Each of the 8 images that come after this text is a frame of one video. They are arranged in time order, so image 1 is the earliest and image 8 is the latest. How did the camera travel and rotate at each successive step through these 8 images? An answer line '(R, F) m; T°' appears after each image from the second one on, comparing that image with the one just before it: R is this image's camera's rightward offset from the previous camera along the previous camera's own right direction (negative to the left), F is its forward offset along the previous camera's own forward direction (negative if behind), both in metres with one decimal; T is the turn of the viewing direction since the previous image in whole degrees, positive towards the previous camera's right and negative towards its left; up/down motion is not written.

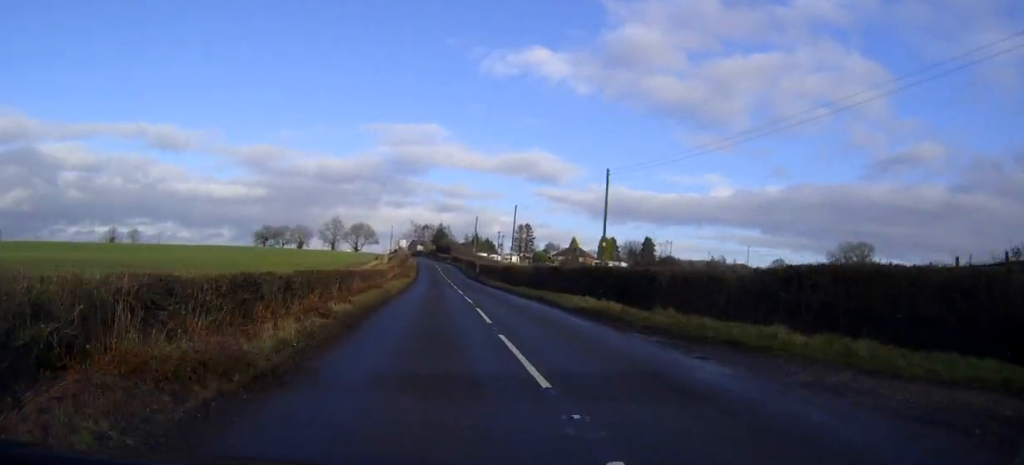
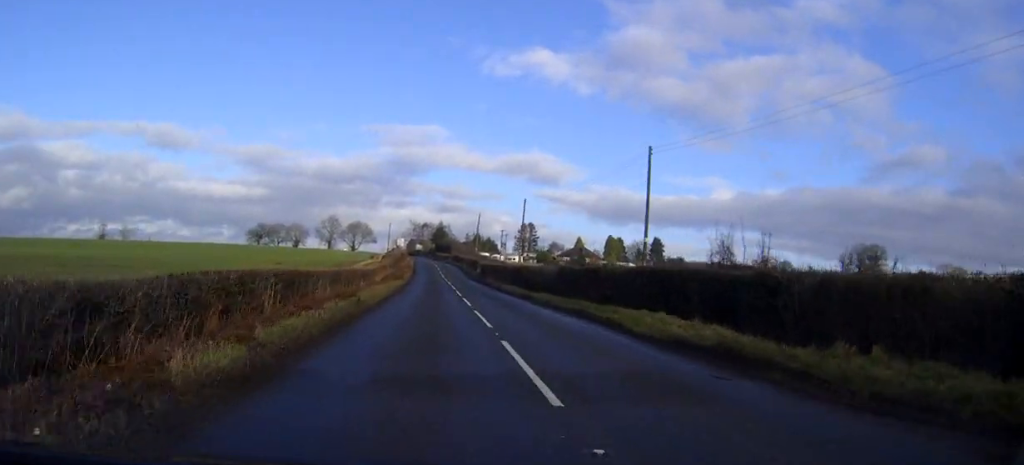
(0.0, +10.4) m; 0°
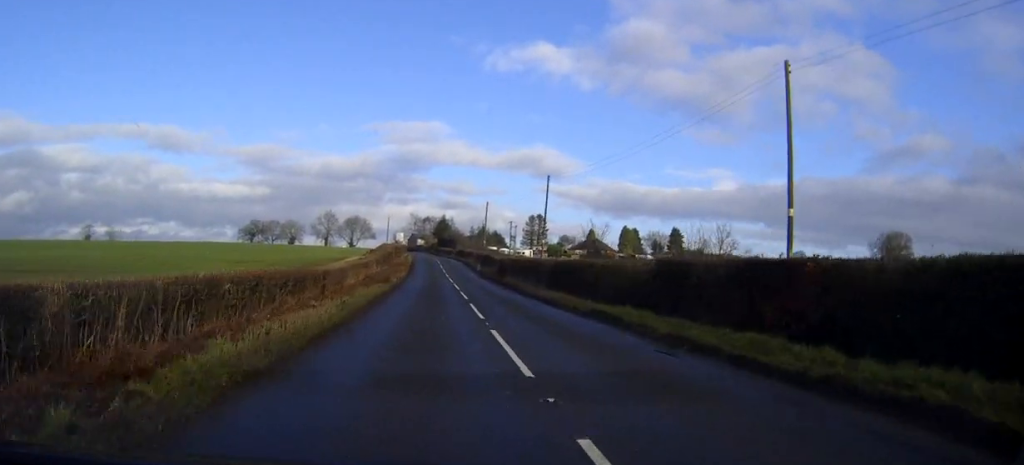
(0.0, +16.6) m; 0°
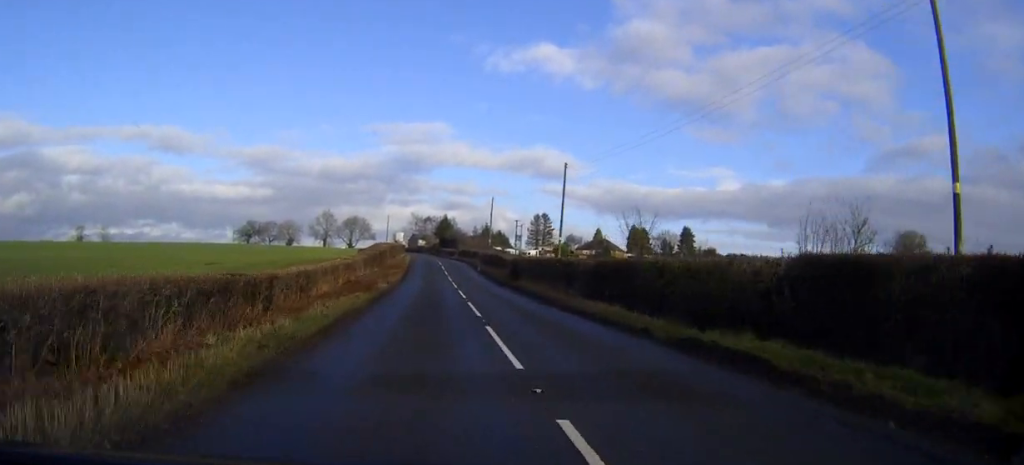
(0.0, +8.6) m; -1°
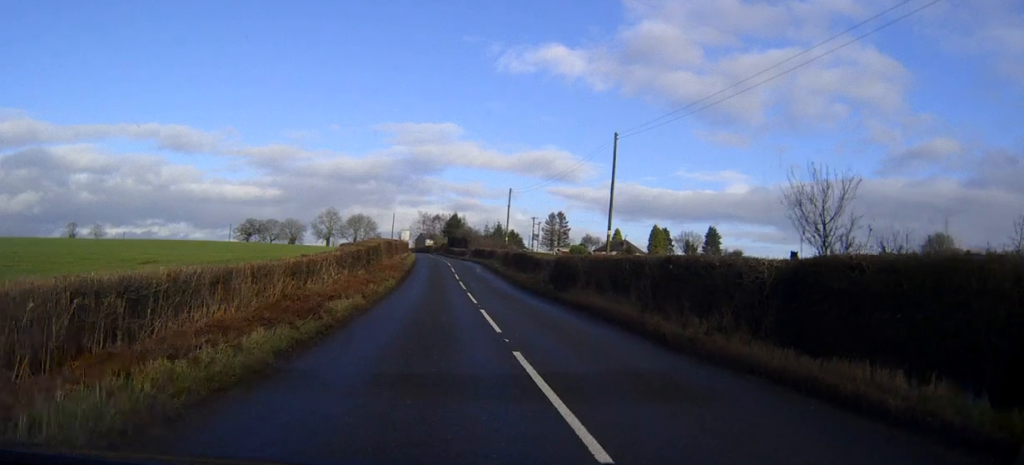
(-0.1, +13.8) m; -1°
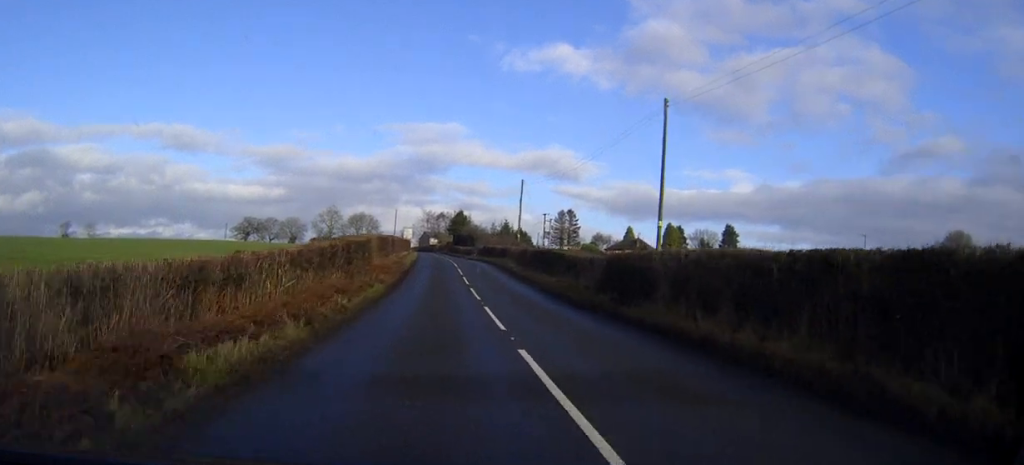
(-0.2, +9.3) m; -1°
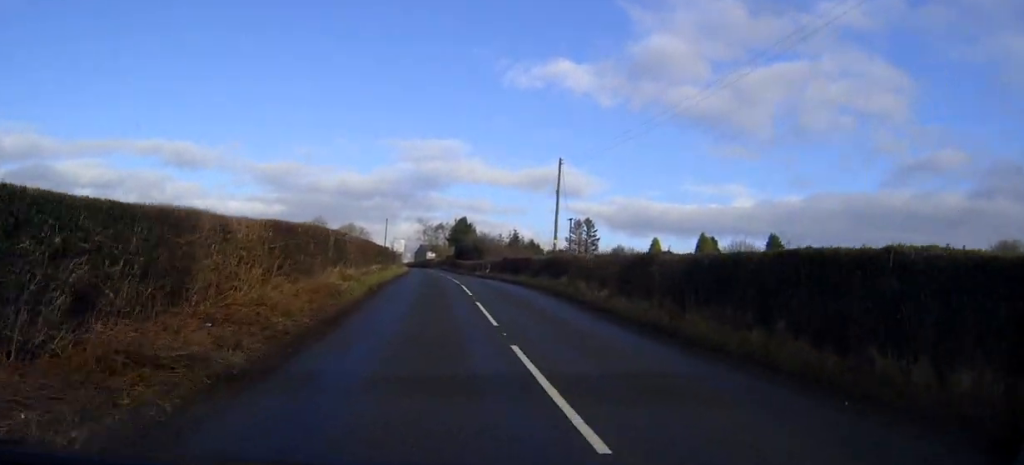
(-0.1, +27.6) m; -1°
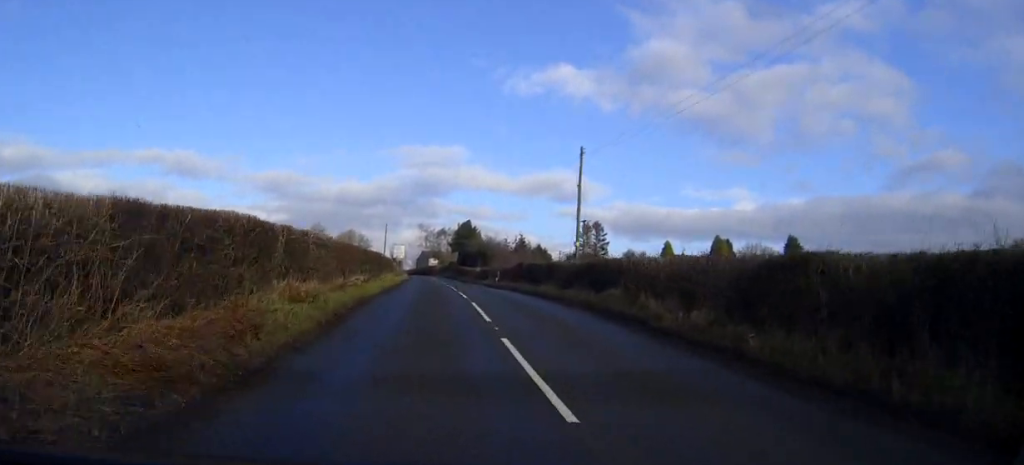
(0.0, +8.3) m; 0°
